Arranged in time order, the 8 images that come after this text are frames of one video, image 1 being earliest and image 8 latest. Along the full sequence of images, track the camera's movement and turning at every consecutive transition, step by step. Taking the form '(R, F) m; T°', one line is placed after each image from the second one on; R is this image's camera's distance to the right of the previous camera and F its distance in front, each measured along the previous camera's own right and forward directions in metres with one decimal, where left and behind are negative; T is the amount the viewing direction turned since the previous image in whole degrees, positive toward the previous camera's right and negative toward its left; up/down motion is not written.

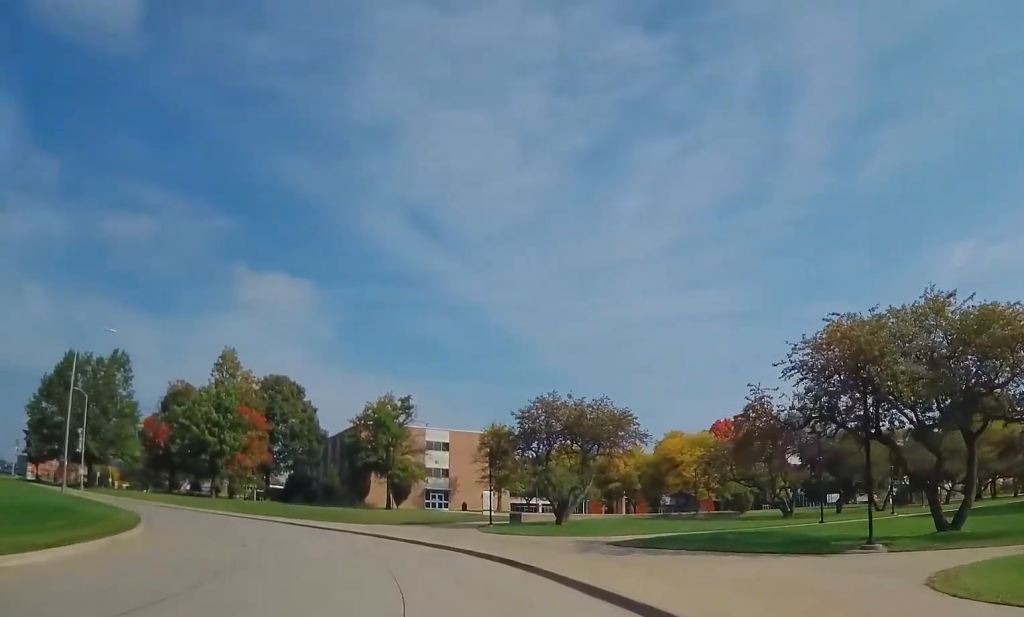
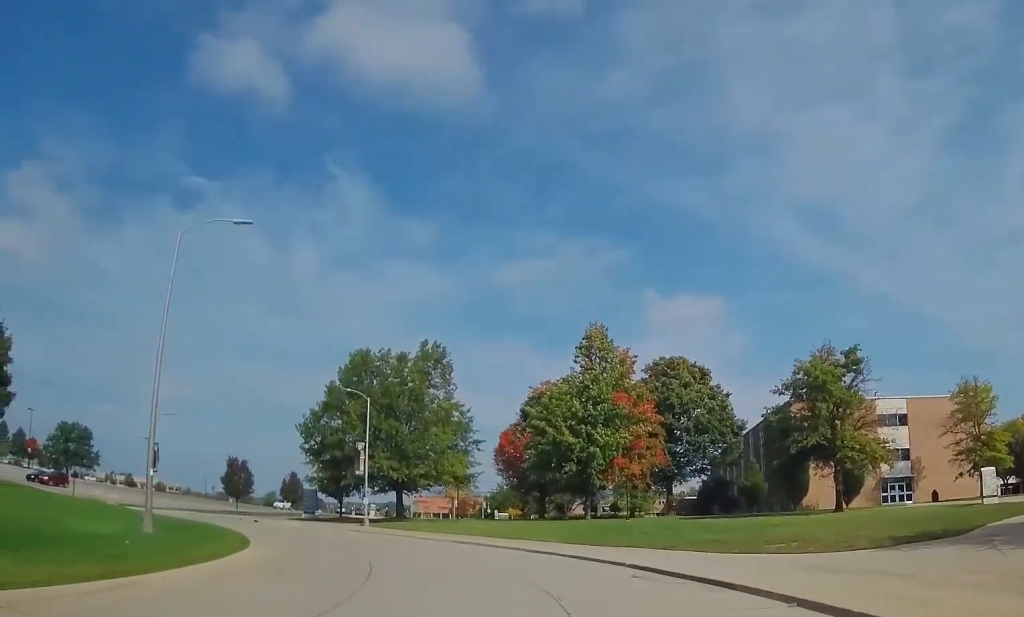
(-6.5, +22.5) m; -36°
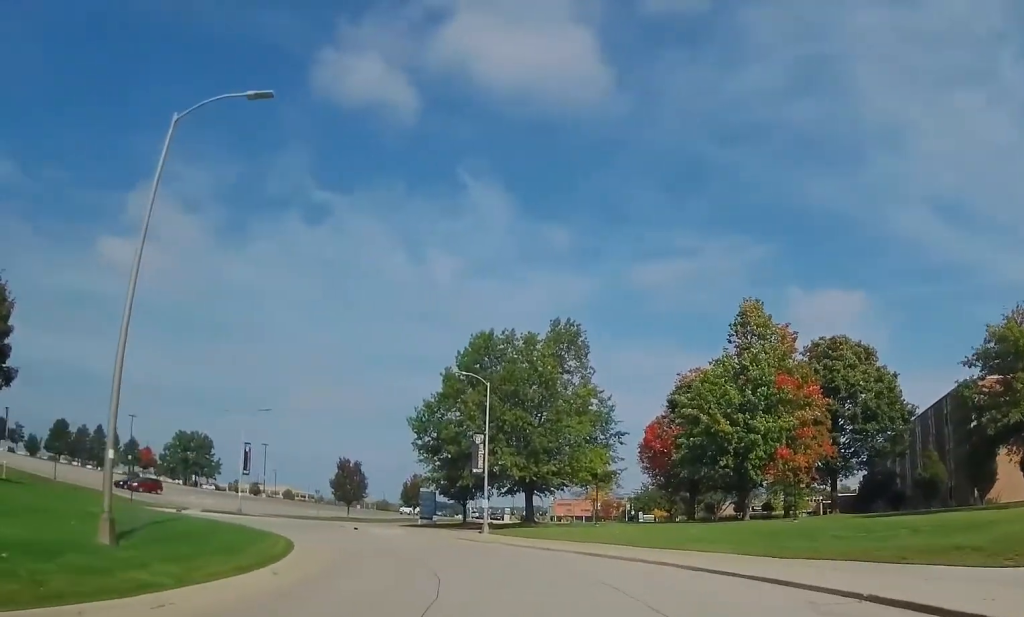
(-0.7, +8.1) m; -7°
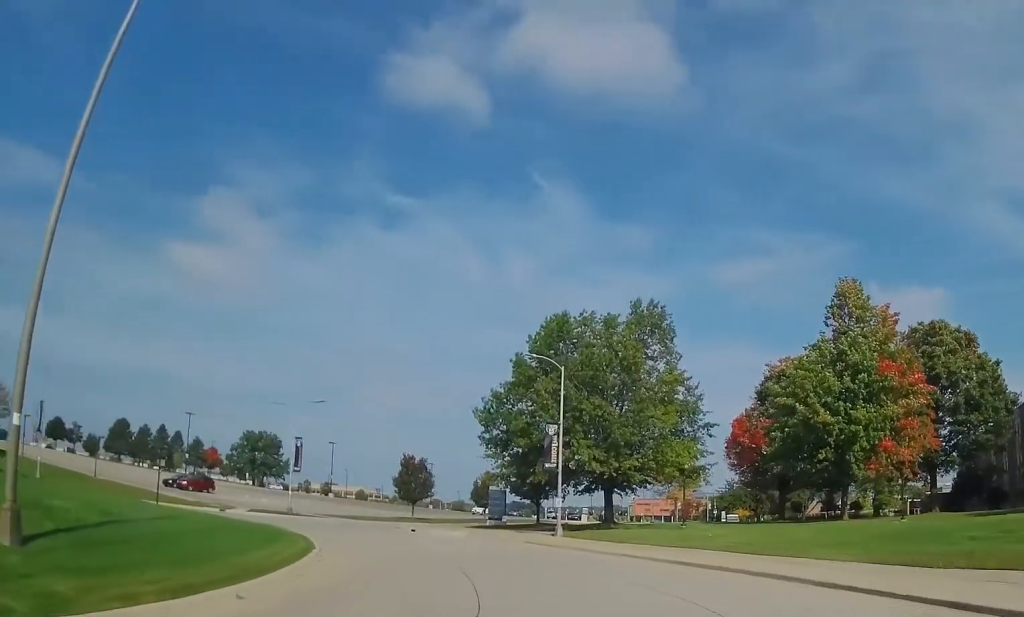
(-0.2, +4.9) m; -5°
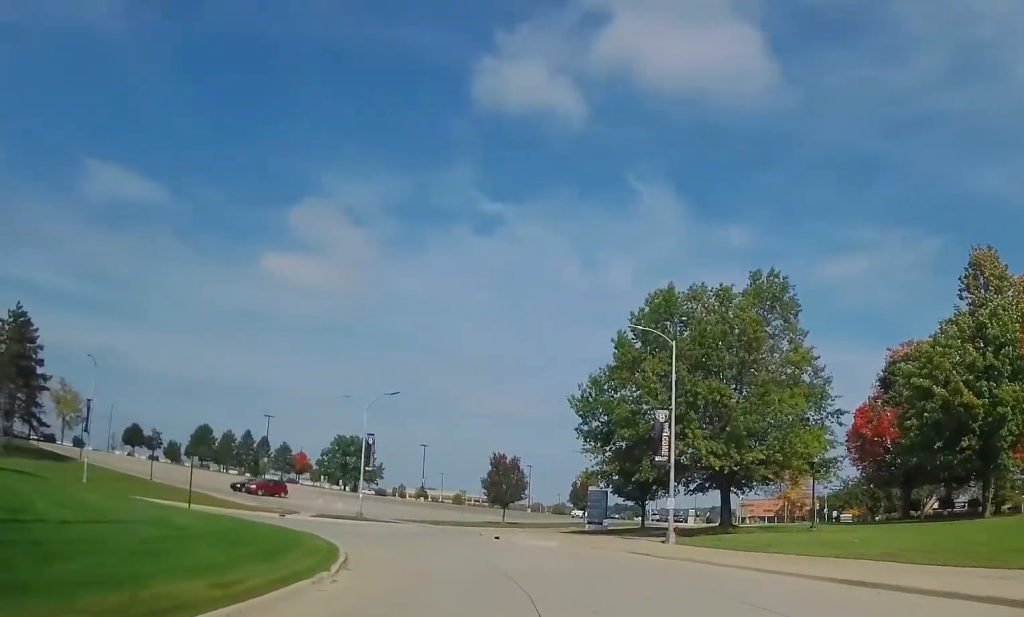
(+0.1, +6.2) m; -8°
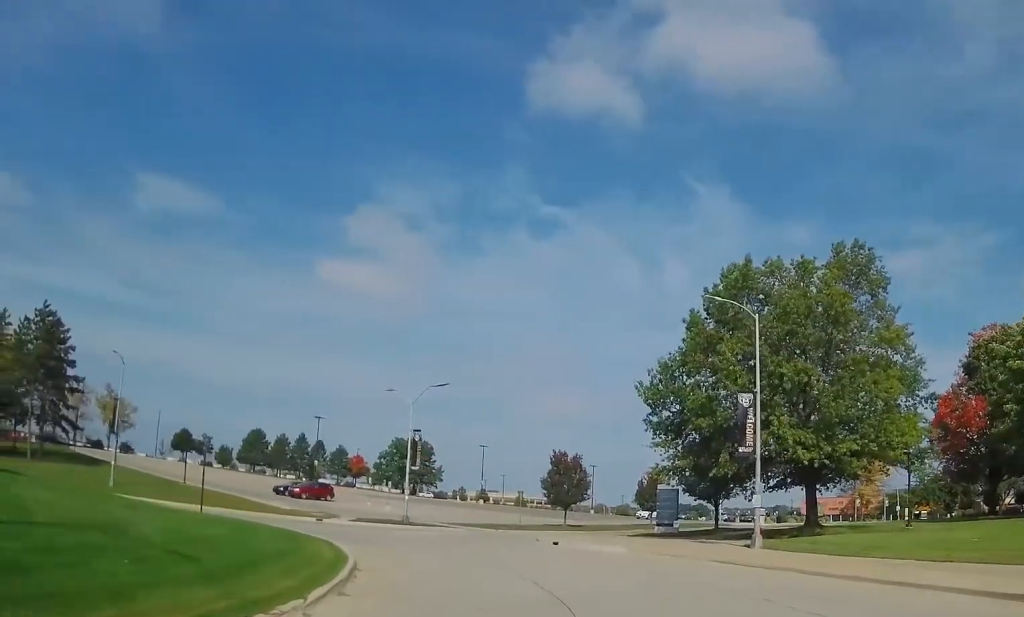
(-0.6, +4.3) m; -7°
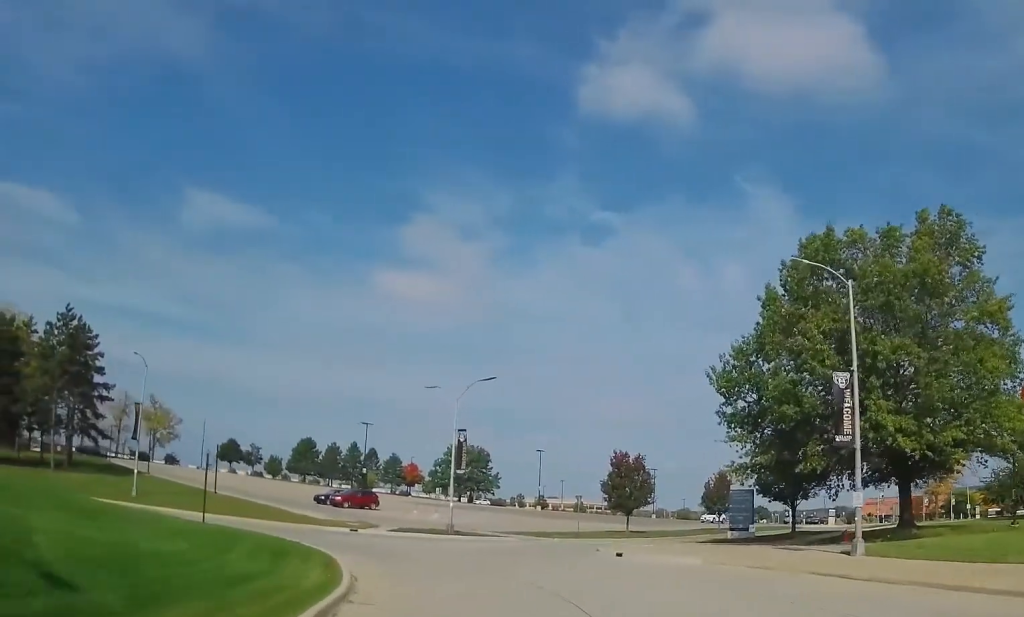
(-0.2, +4.4) m; -8°
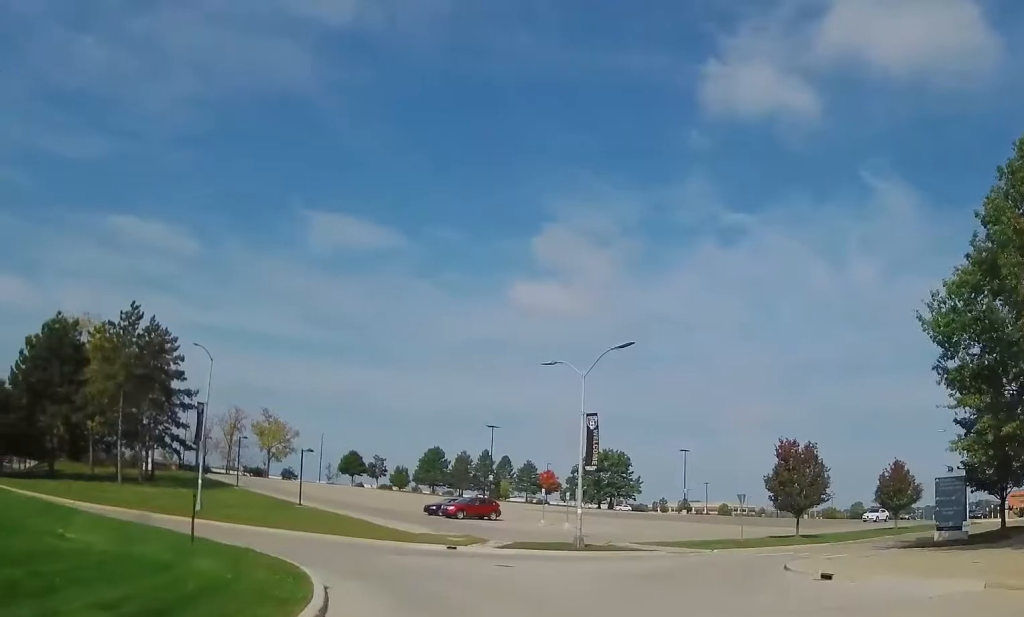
(-1.2, +9.0) m; -11°
